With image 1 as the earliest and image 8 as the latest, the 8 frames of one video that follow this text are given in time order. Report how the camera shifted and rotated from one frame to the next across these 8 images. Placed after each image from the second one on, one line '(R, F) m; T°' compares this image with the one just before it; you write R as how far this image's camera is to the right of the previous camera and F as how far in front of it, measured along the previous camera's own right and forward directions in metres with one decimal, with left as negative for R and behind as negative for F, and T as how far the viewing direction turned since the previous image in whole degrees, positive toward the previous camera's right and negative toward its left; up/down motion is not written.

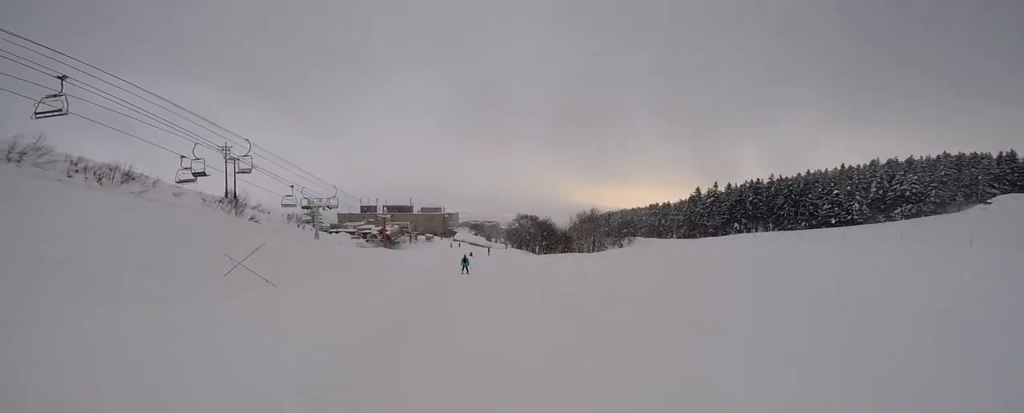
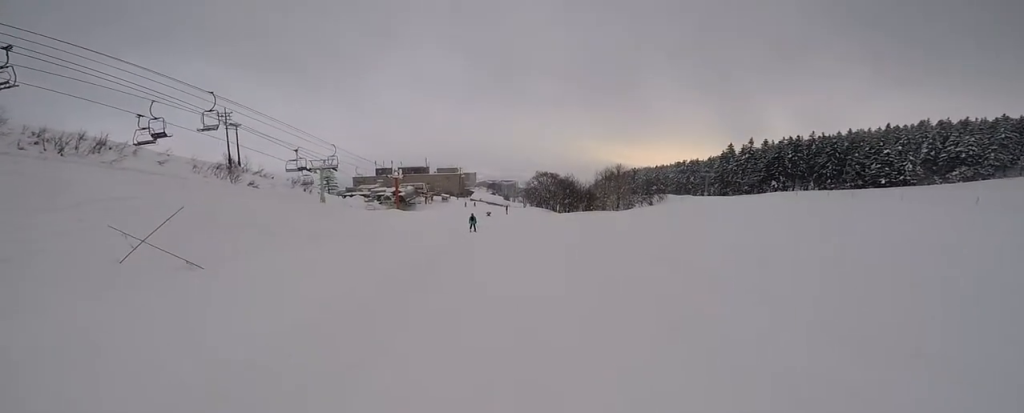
(-0.1, +4.7) m; -1°
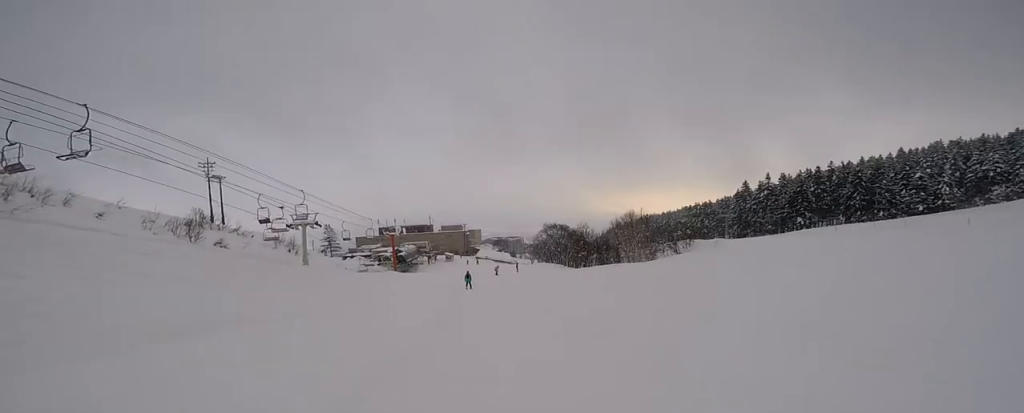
(-0.1, +8.9) m; 0°
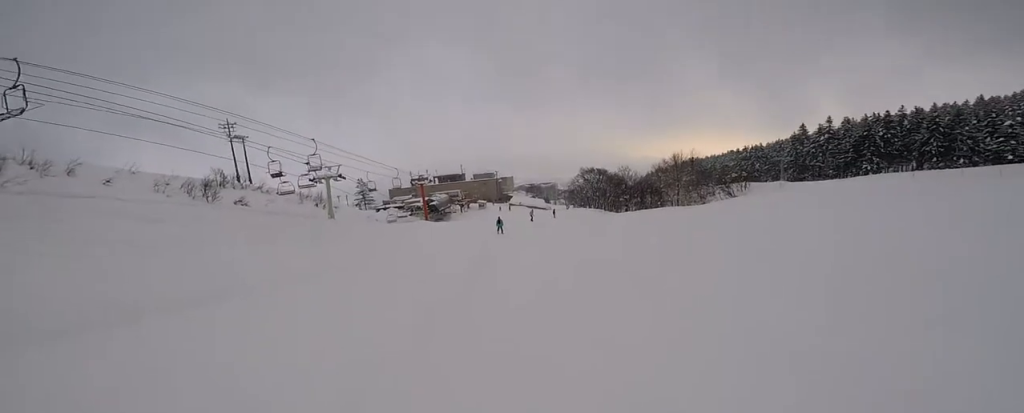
(0.0, +3.7) m; 0°
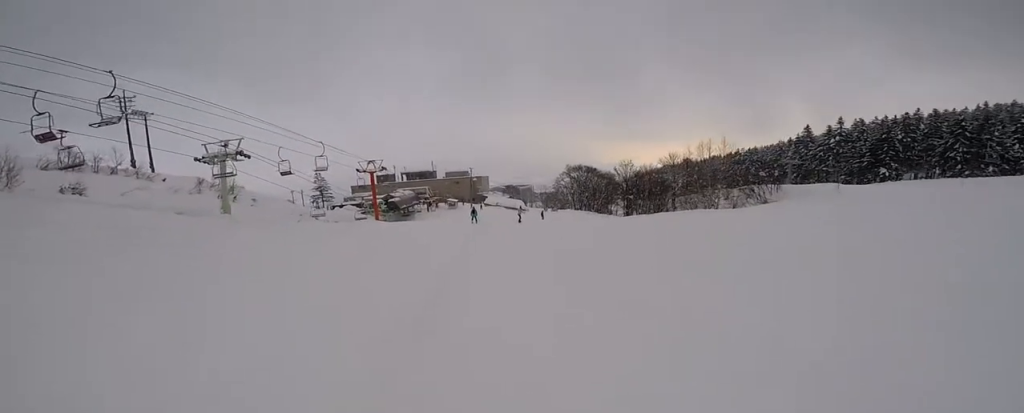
(0.0, +14.7) m; 0°
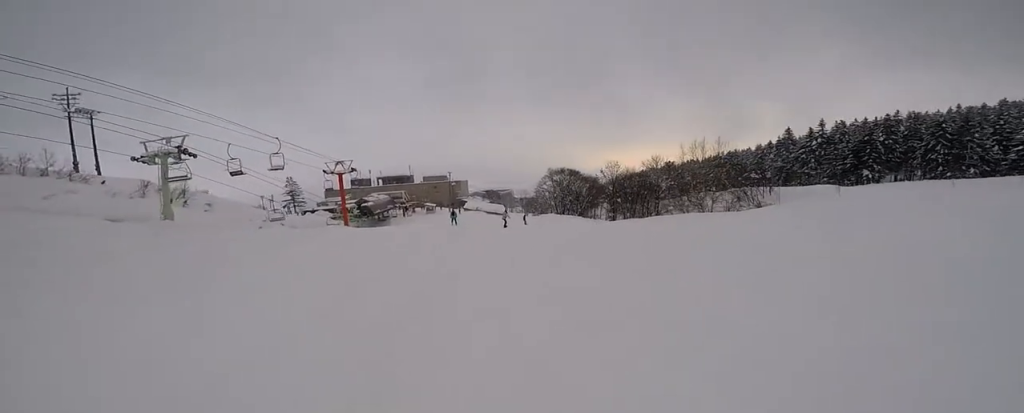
(0.0, +3.6) m; 0°
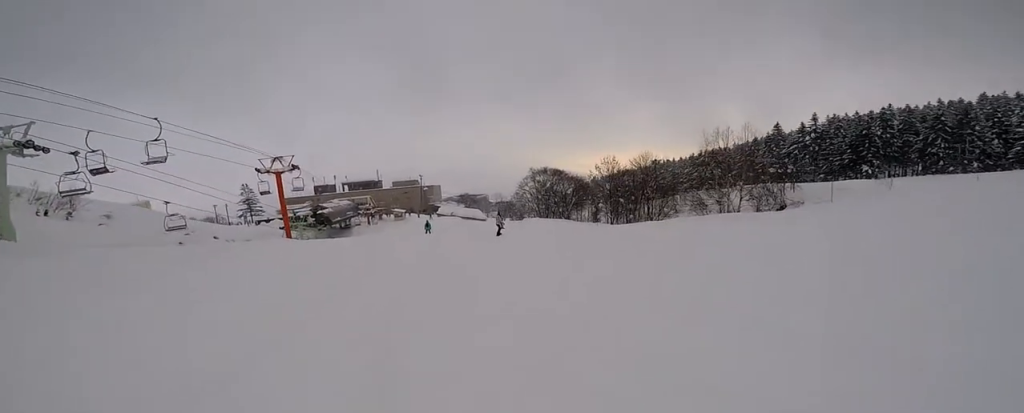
(0.0, +8.9) m; 0°
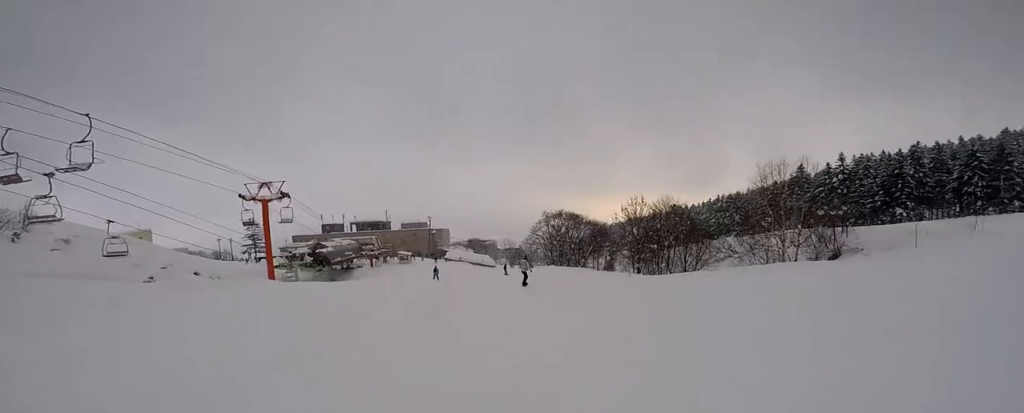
(0.0, +5.7) m; -8°
